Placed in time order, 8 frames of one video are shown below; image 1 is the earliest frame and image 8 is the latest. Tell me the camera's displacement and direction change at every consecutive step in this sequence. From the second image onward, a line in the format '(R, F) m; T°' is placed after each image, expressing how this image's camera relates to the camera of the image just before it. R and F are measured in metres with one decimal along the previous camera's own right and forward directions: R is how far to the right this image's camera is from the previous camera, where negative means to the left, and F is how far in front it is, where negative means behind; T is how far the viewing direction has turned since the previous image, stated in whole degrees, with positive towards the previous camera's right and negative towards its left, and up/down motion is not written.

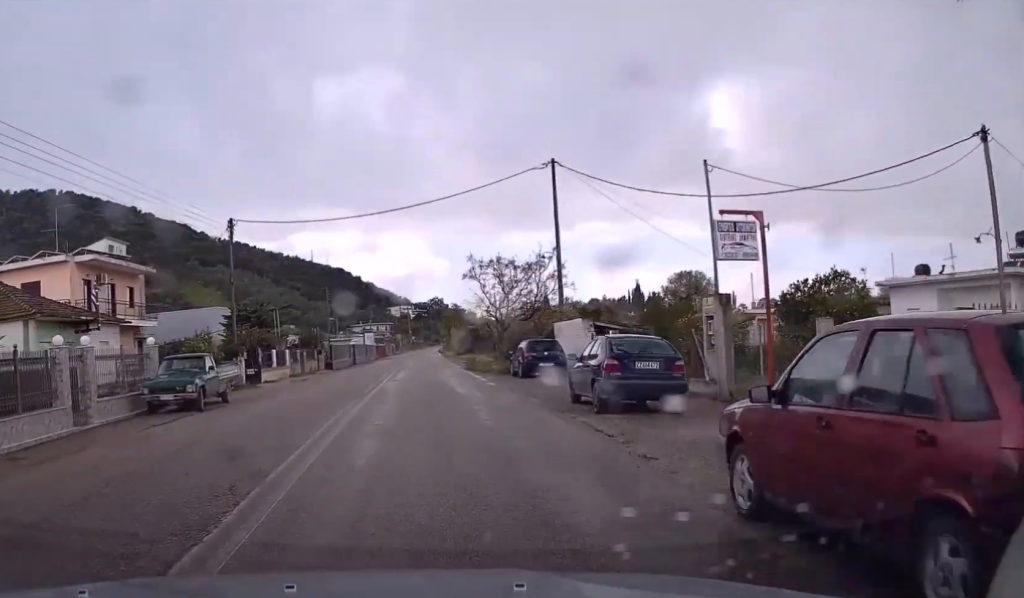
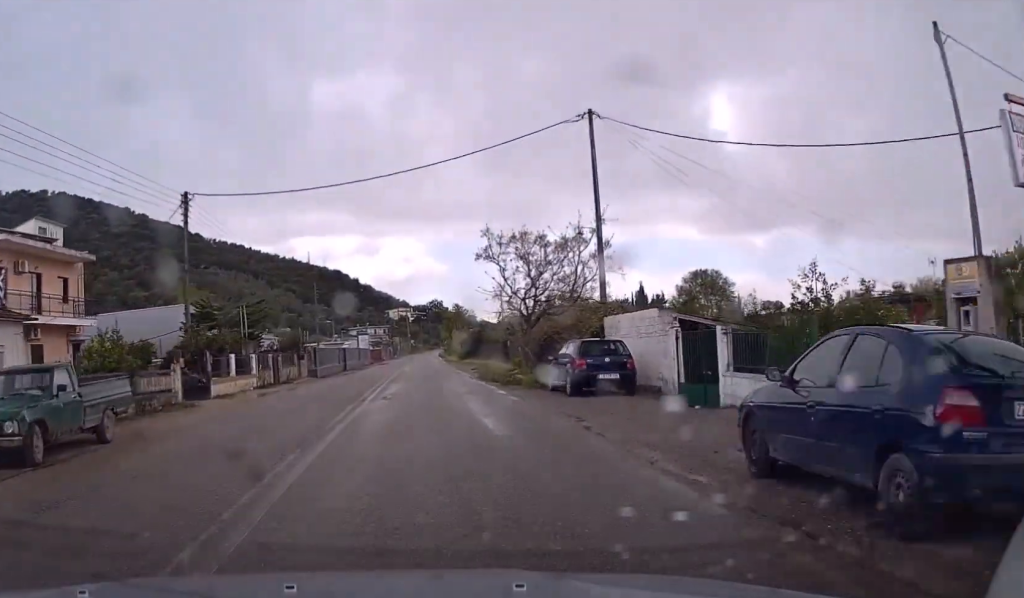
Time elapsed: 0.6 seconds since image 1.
(0.0, +9.2) m; 0°
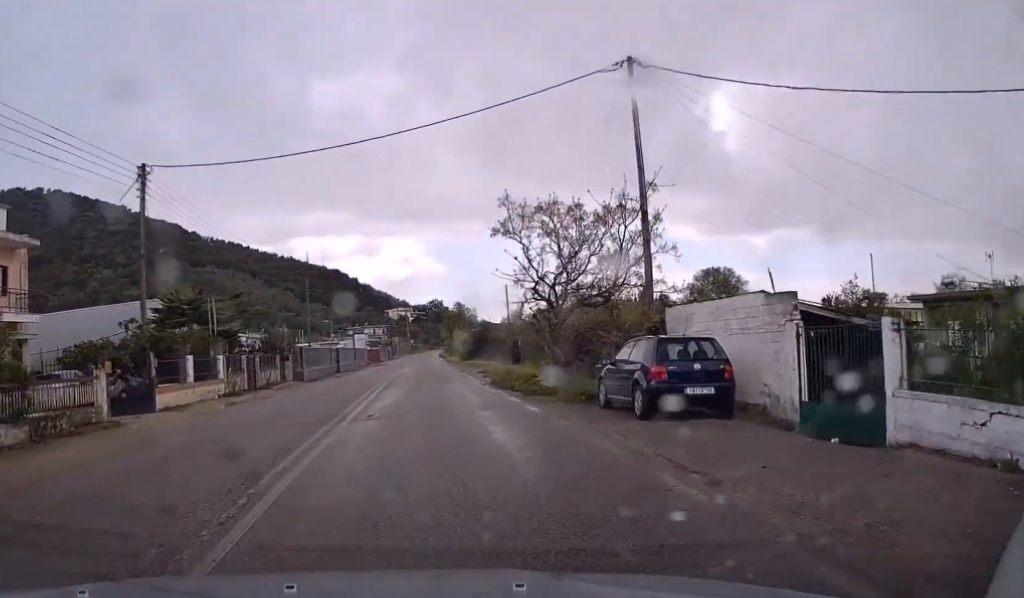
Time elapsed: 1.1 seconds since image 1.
(+0.1, +6.5) m; 0°
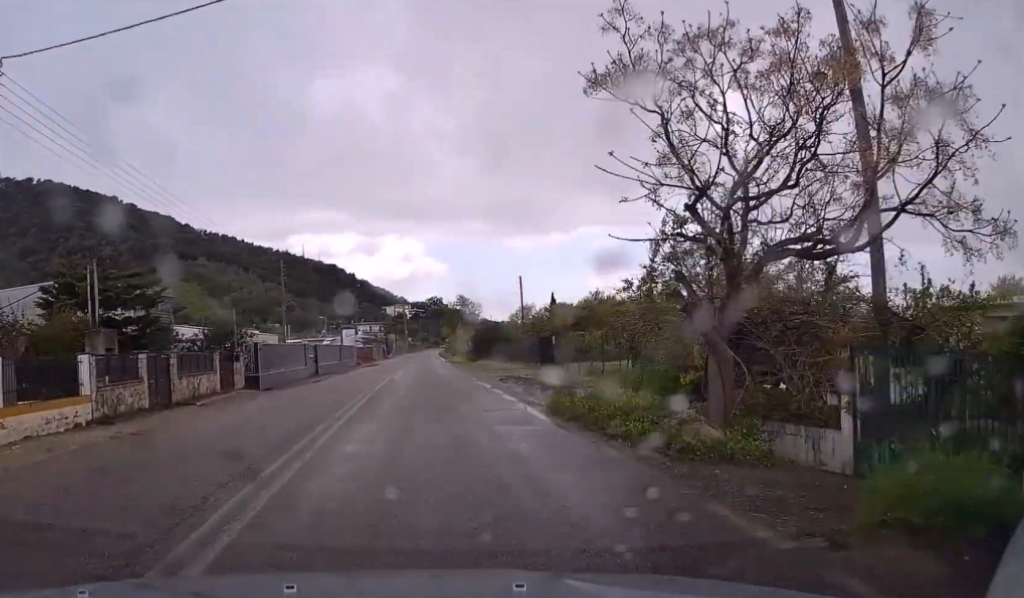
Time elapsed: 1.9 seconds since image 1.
(0.0, +12.6) m; 0°
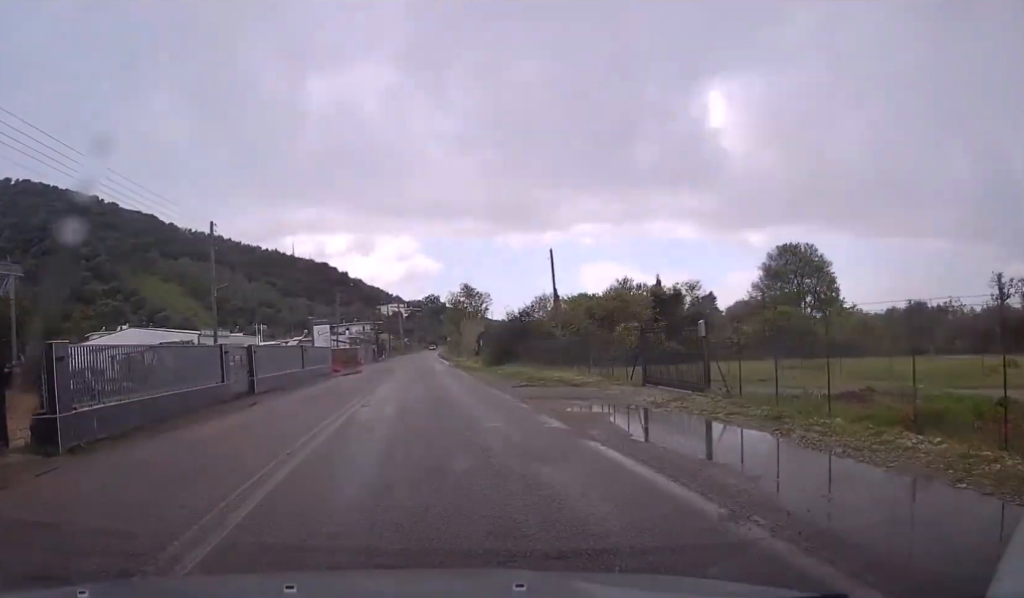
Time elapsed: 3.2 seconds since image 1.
(+0.1, +19.6) m; +1°
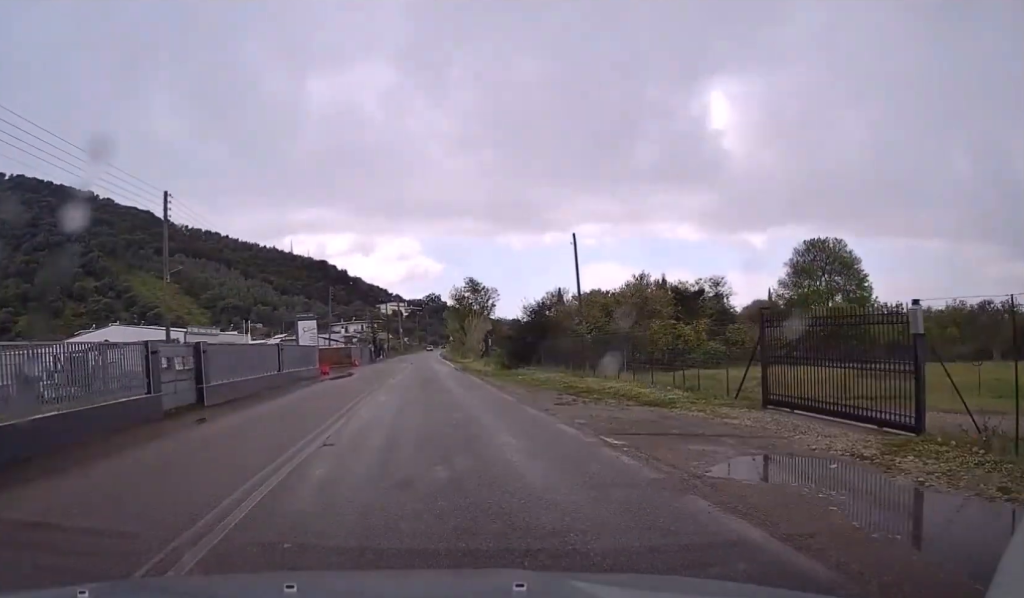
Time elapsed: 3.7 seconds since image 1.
(0.0, +7.9) m; 0°
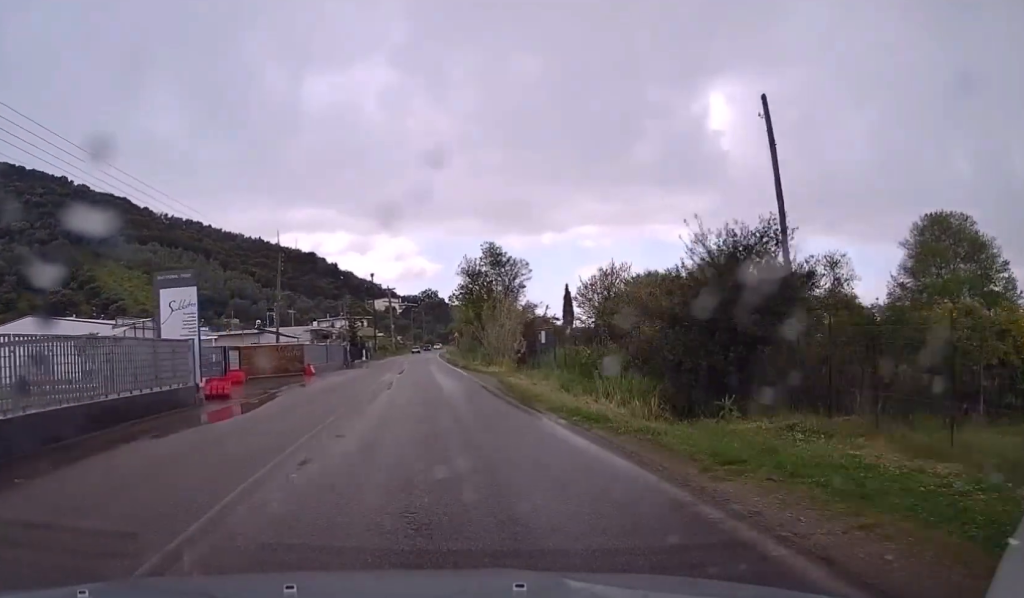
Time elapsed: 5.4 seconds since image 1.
(+0.2, +27.9) m; 0°
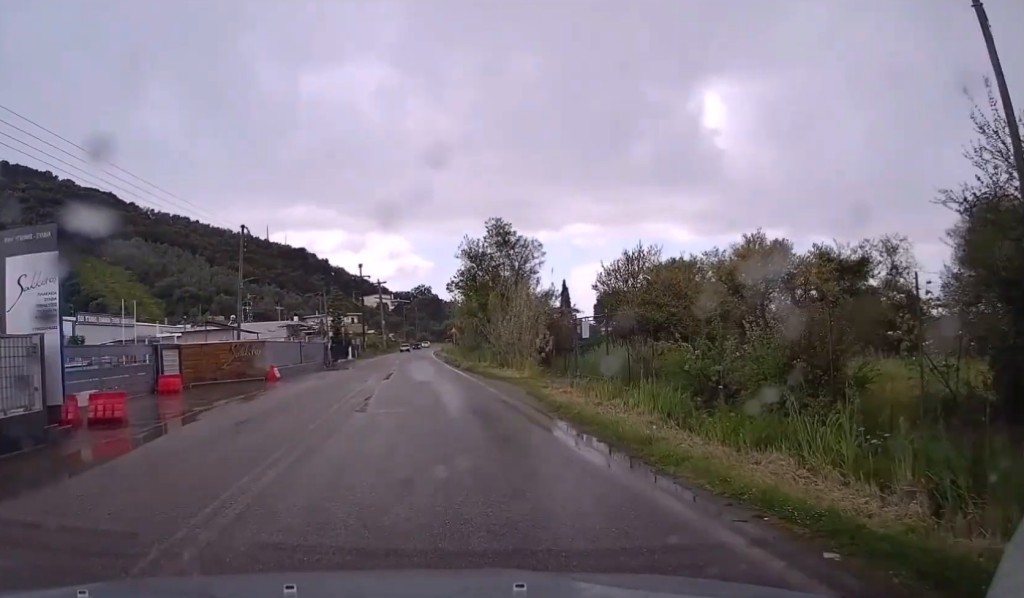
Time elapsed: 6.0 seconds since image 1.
(-0.1, +10.0) m; 0°
